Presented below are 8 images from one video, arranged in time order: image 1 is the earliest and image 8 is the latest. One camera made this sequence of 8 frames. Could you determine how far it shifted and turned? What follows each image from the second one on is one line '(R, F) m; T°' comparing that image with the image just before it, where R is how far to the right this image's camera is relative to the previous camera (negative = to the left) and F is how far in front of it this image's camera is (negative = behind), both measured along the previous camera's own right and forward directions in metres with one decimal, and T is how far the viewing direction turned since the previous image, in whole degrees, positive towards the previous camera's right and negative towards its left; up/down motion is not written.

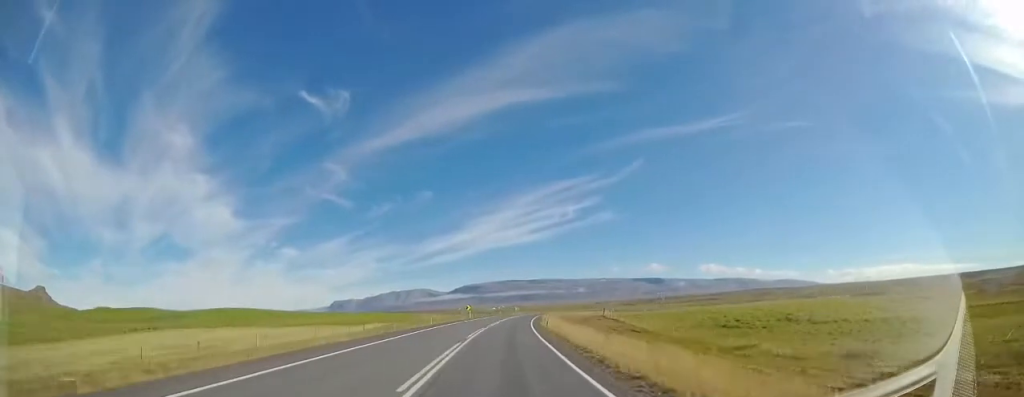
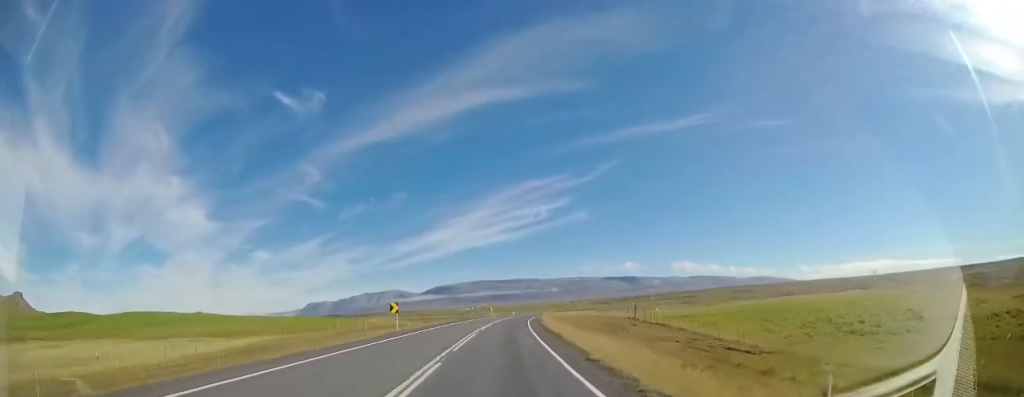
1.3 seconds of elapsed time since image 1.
(+1.7, +28.7) m; +4°
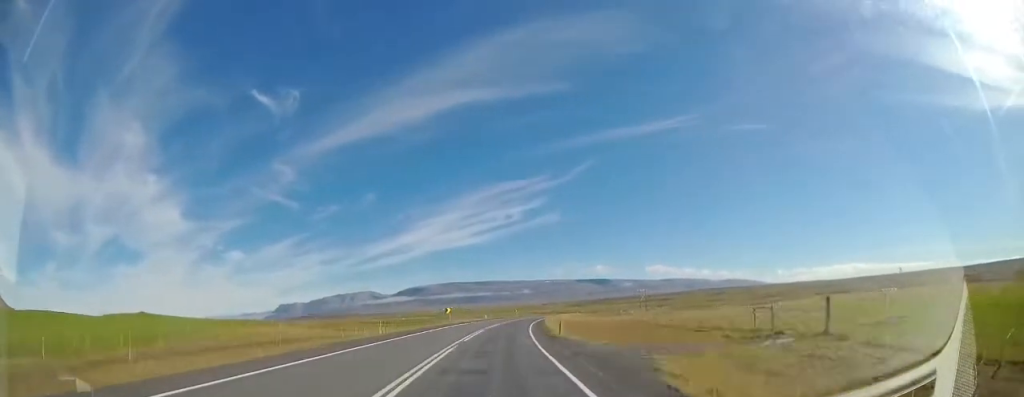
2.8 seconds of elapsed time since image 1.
(+0.4, +31.5) m; +2°
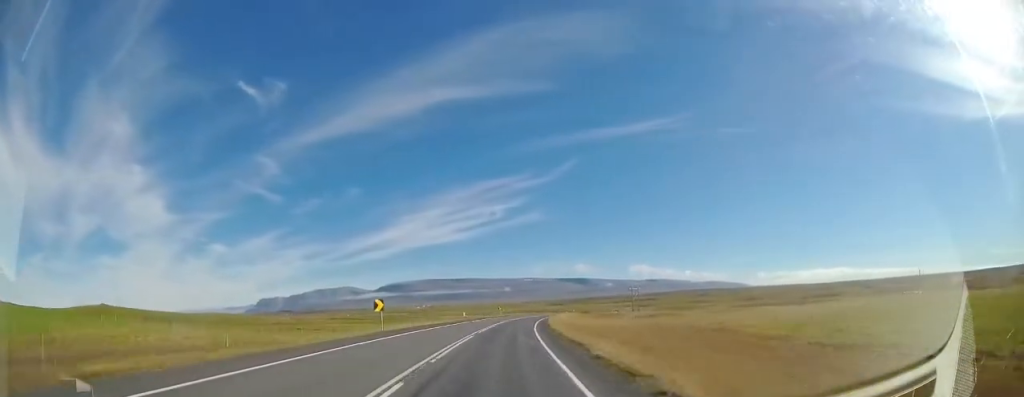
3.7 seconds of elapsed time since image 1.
(+0.5, +19.4) m; +3°
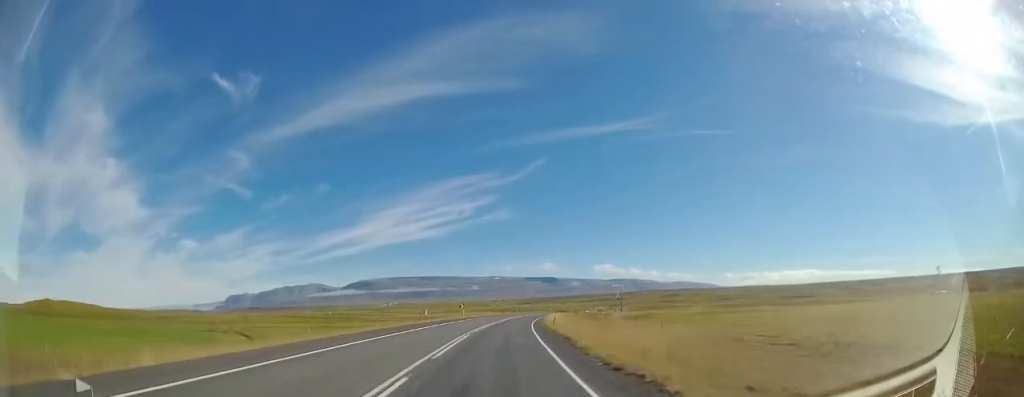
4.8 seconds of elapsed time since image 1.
(+0.6, +24.0) m; +5°
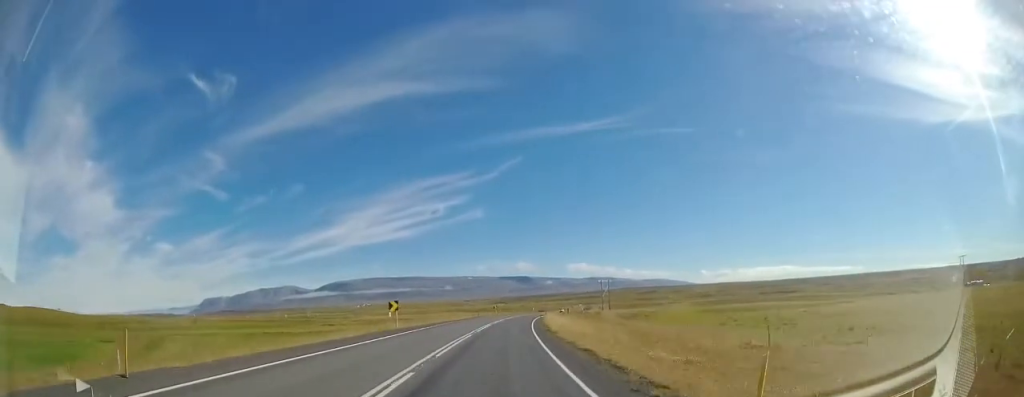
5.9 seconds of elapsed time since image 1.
(+1.1, +23.1) m; +5°
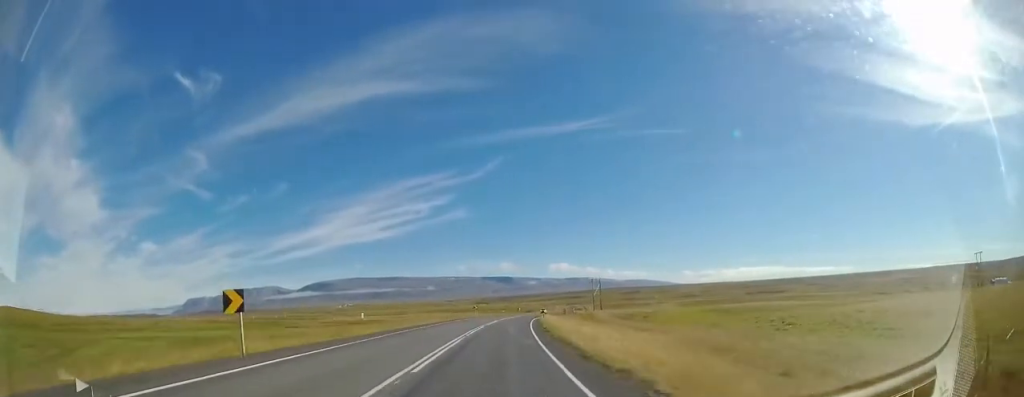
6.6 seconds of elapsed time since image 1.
(+0.4, +15.1) m; +2°
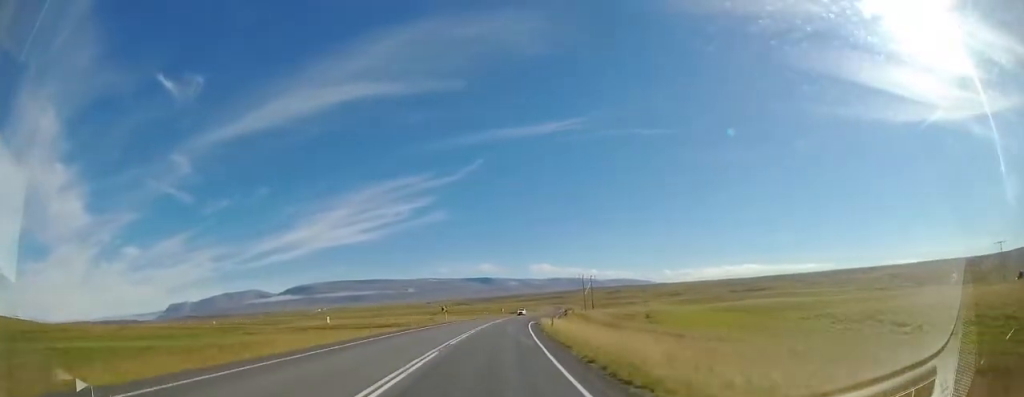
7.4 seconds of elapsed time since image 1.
(+0.4, +17.0) m; +2°
